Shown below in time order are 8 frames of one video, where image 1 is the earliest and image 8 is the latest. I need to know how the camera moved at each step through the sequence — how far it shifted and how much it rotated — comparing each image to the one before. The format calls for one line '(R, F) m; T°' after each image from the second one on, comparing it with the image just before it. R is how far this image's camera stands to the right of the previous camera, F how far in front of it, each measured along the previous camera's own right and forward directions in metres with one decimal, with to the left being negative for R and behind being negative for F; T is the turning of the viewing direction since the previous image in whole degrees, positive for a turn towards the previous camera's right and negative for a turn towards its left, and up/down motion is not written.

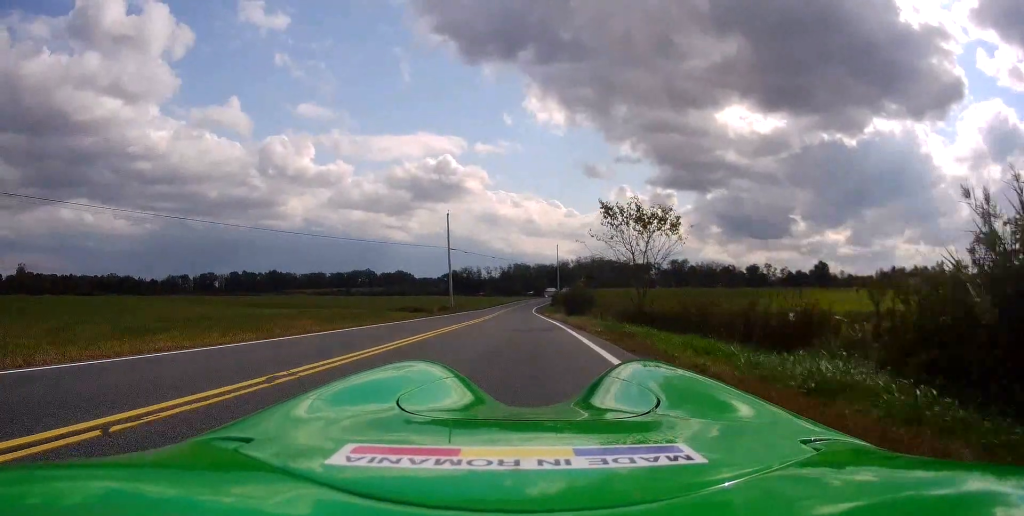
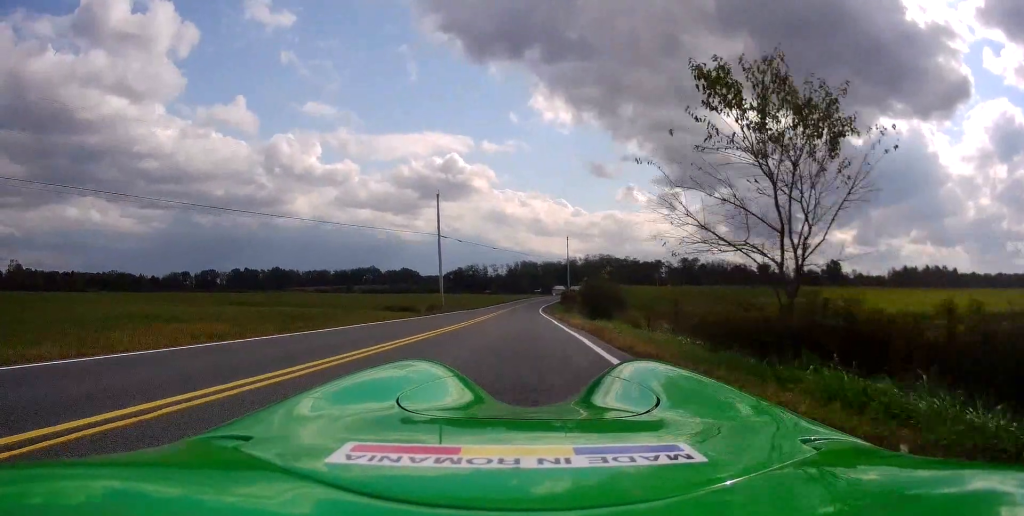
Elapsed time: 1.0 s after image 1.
(+0.6, +11.8) m; 0°
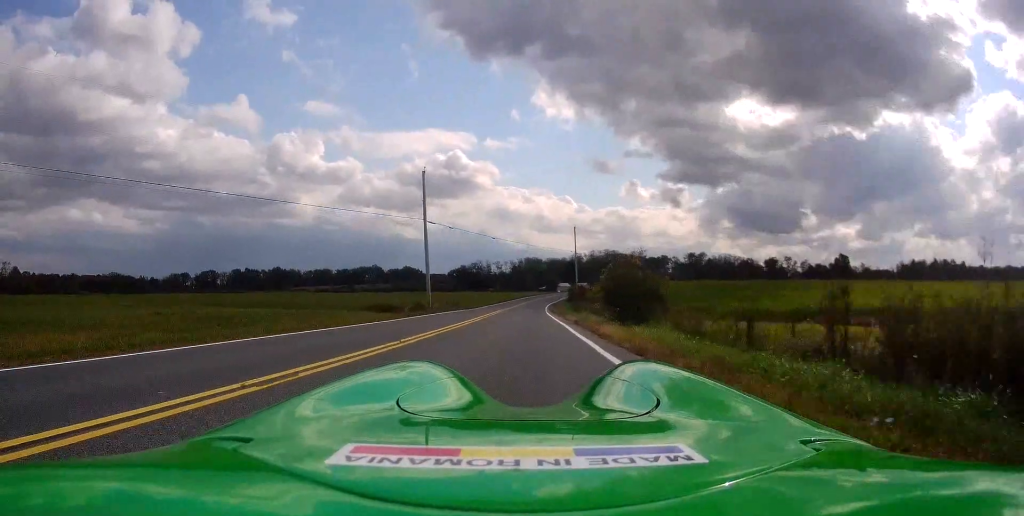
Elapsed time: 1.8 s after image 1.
(-0.5, +8.9) m; -3°
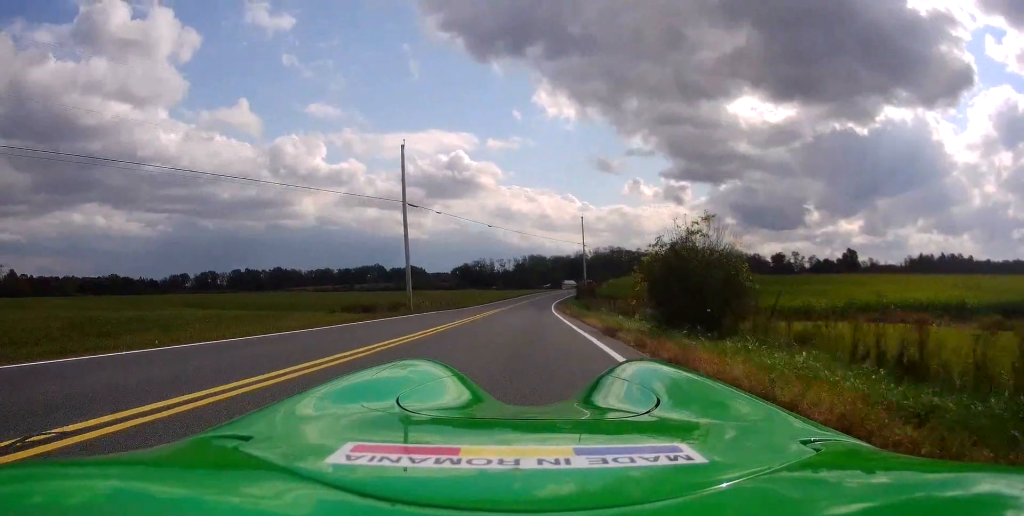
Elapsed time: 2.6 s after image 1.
(-0.1, +8.5) m; 0°
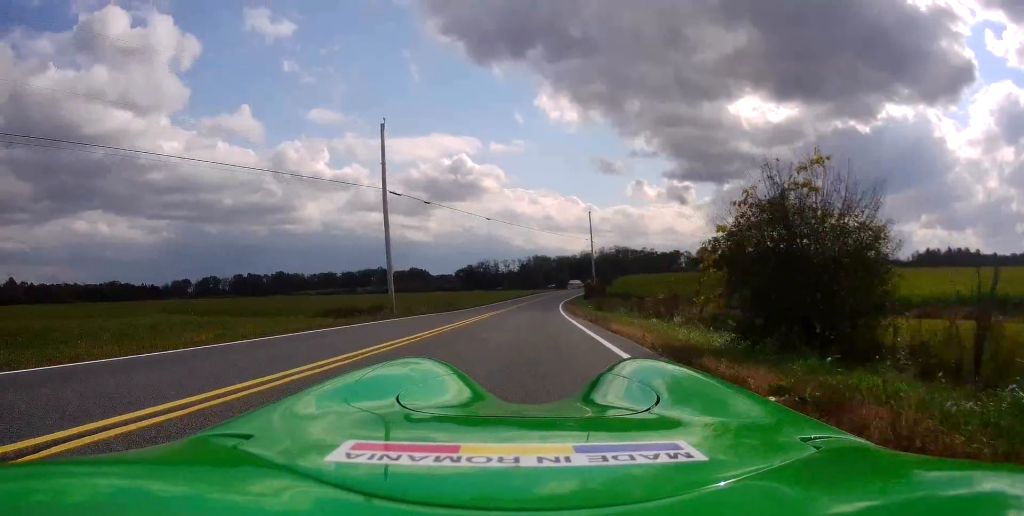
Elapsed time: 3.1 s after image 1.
(0.0, +6.1) m; 0°
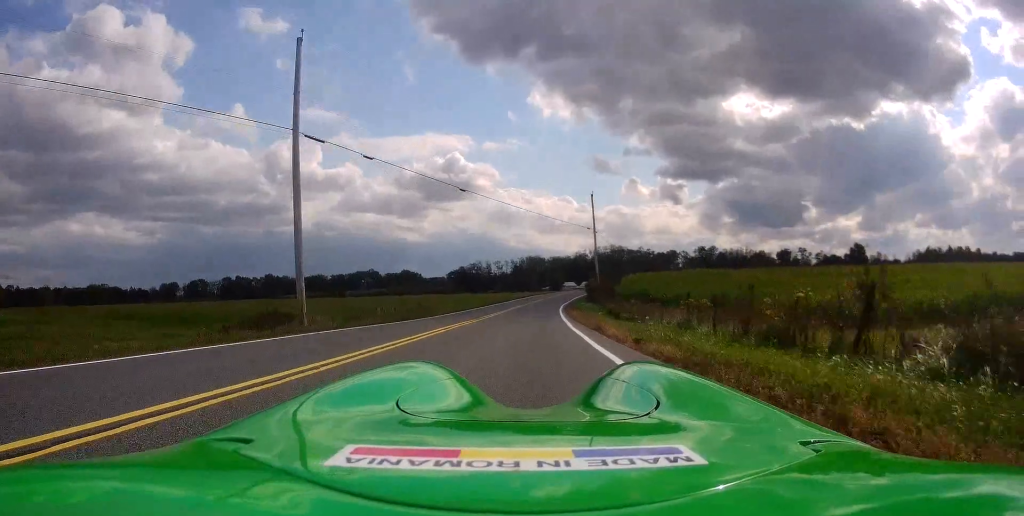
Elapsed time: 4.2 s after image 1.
(0.0, +12.3) m; 0°
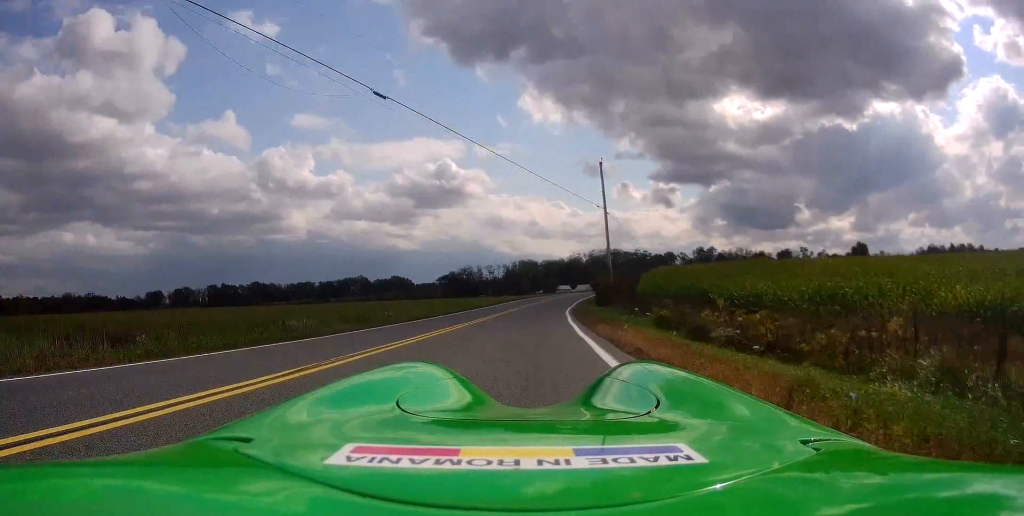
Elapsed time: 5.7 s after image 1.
(-0.3, +16.8) m; 0°
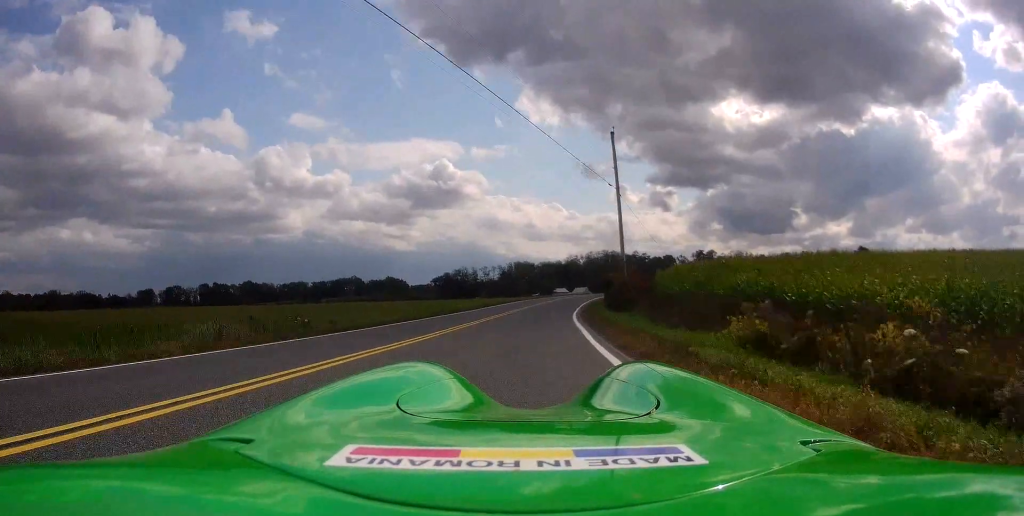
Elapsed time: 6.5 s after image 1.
(+0.2, +9.2) m; +1°
